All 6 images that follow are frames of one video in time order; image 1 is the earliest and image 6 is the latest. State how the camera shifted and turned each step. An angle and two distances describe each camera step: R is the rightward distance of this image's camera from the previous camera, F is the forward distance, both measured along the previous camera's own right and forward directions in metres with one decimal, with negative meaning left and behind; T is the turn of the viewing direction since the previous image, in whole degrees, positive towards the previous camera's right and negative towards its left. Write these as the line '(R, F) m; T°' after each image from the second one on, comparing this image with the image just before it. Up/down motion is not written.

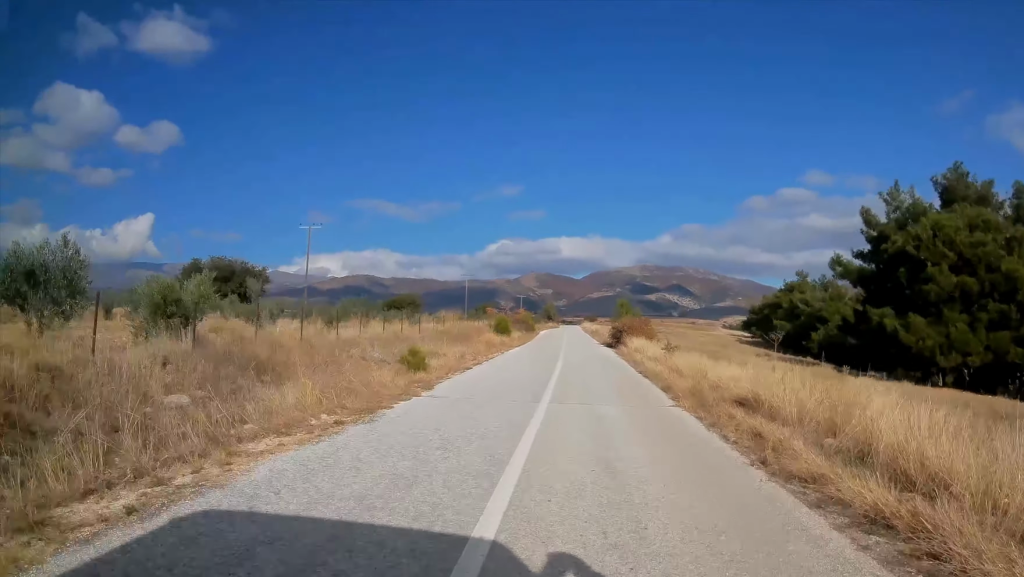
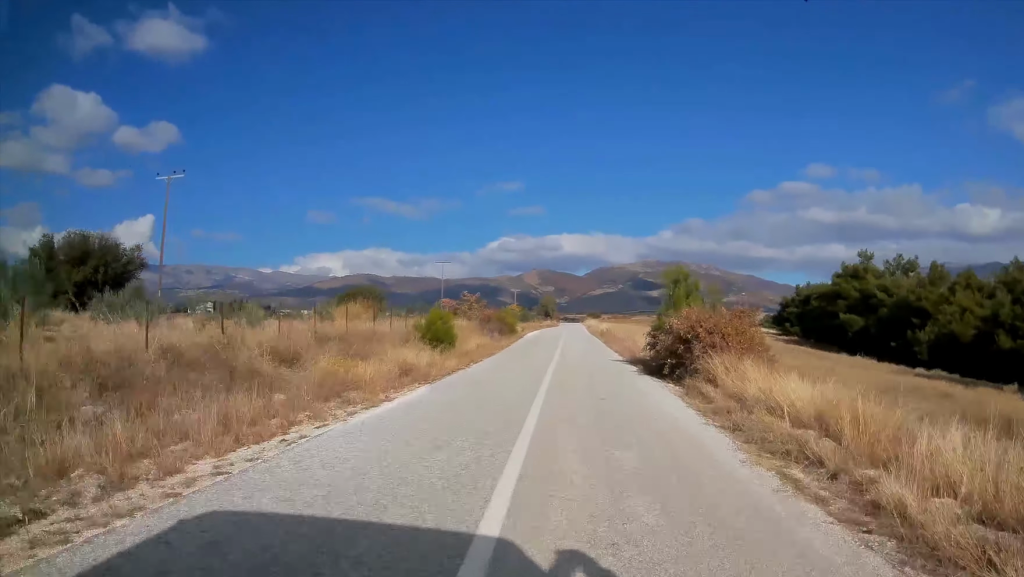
(-0.1, +23.3) m; 0°
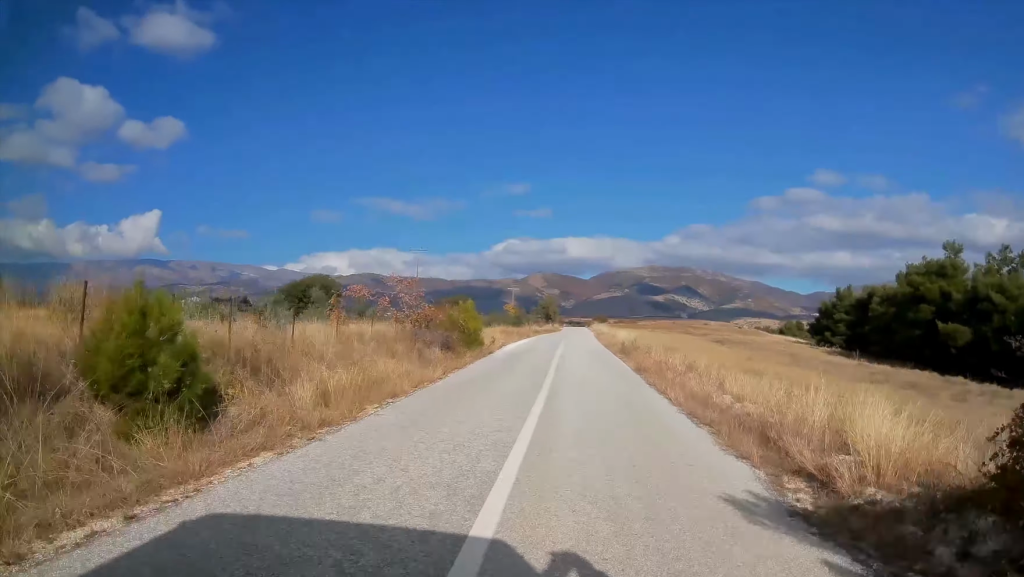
(0.0, +19.2) m; 0°
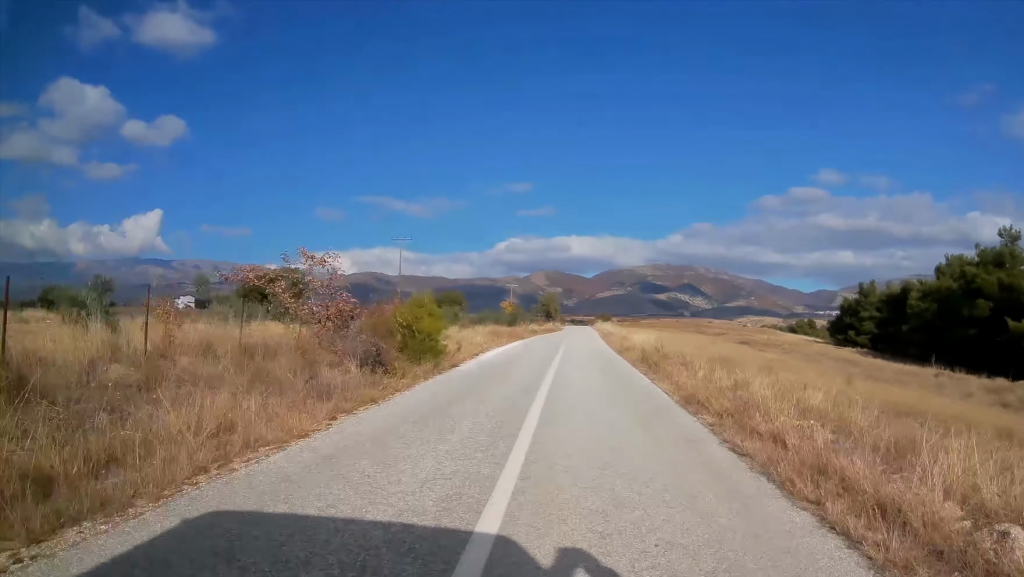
(0.0, +9.1) m; 0°
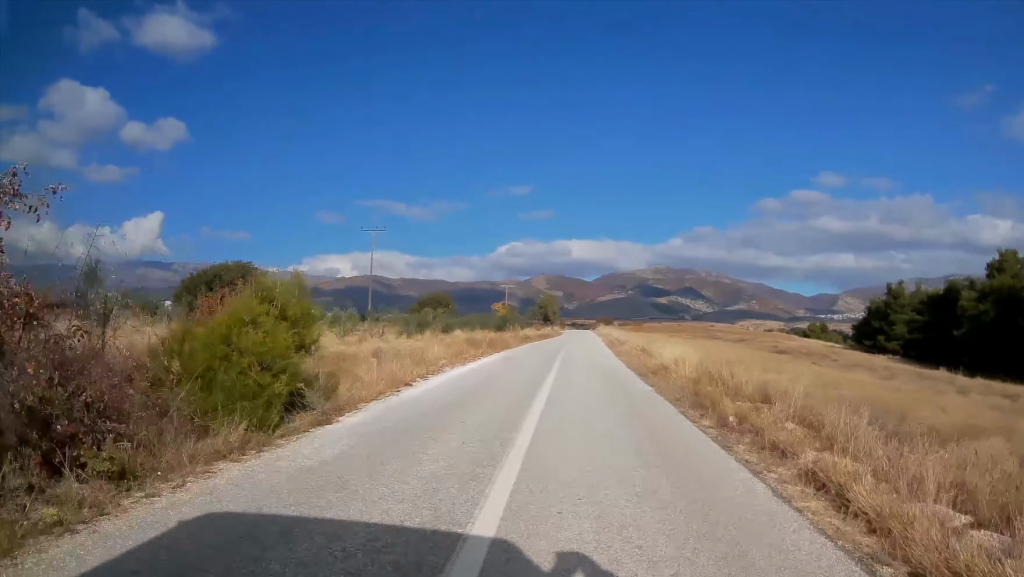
(0.0, +10.4) m; 0°
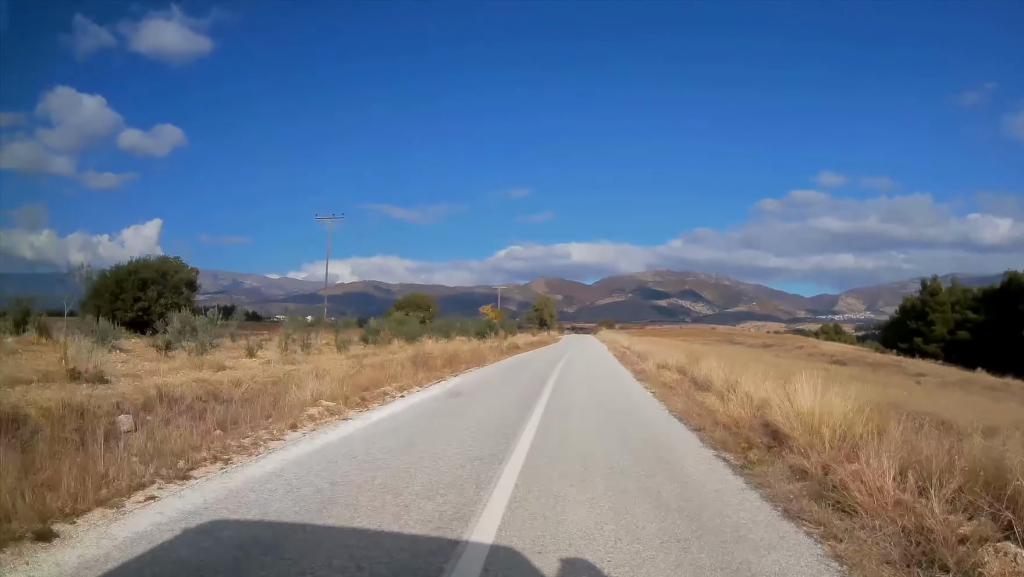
(-0.1, +11.2) m; 0°
